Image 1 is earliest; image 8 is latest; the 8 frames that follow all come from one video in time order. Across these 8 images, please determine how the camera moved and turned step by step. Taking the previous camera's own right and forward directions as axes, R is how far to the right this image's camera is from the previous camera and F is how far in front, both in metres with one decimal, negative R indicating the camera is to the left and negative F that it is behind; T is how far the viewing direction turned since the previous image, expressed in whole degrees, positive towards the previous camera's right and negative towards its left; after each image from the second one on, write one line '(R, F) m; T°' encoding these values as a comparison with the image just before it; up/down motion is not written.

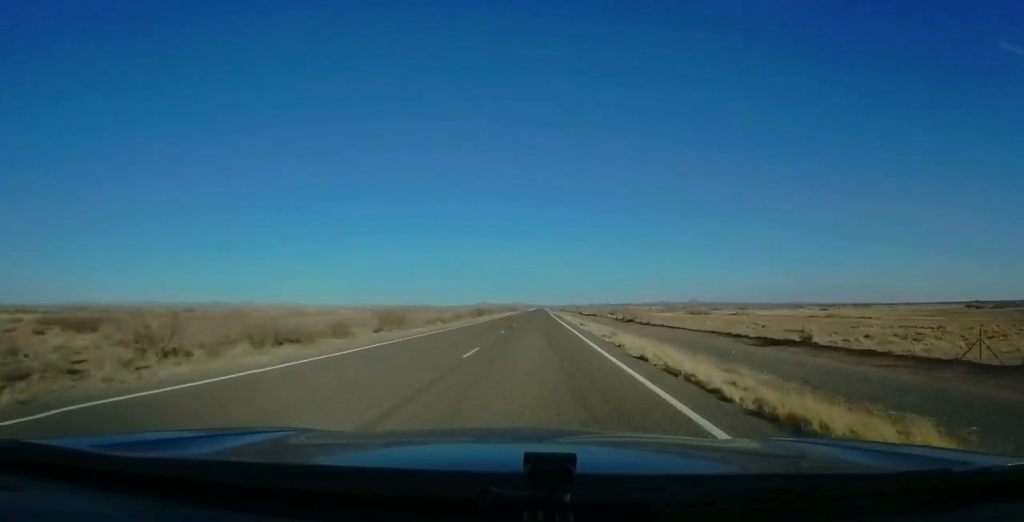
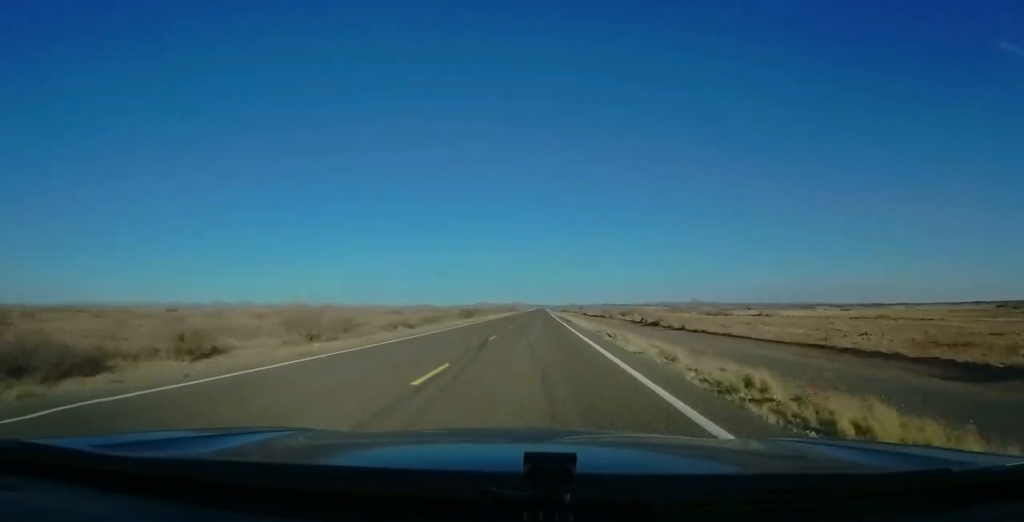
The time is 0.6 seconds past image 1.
(0.0, +17.5) m; 0°
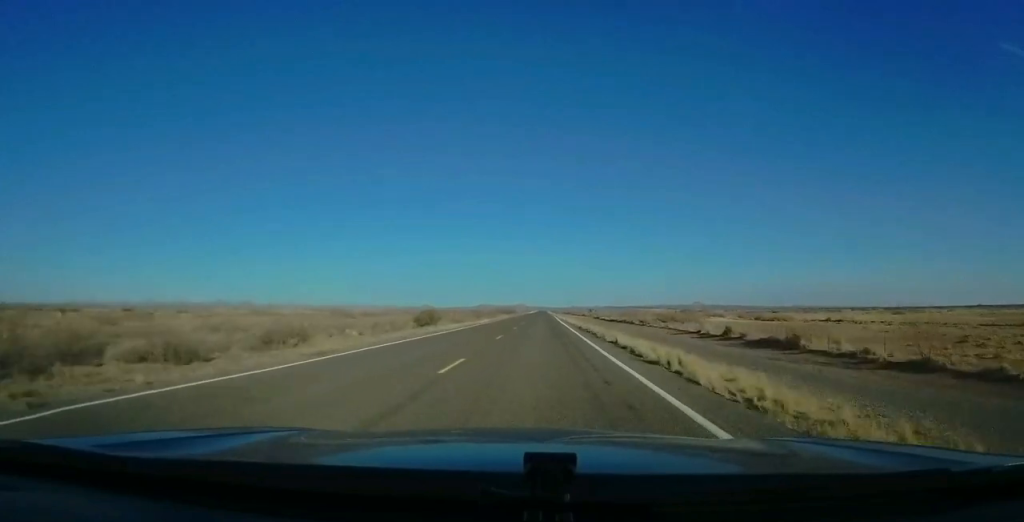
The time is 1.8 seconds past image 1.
(+0.1, +35.0) m; 0°
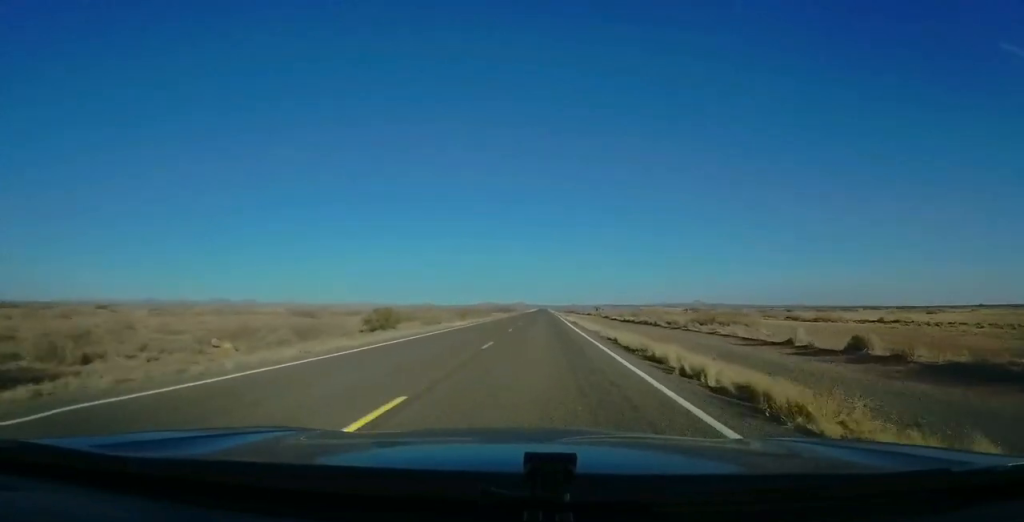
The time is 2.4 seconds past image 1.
(0.0, +18.4) m; 0°
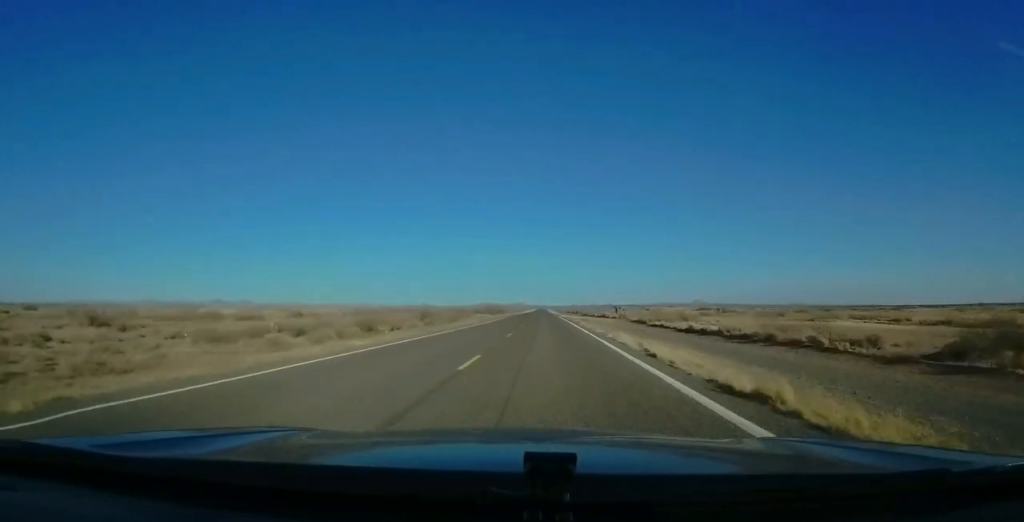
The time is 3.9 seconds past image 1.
(+0.4, +42.4) m; +1°
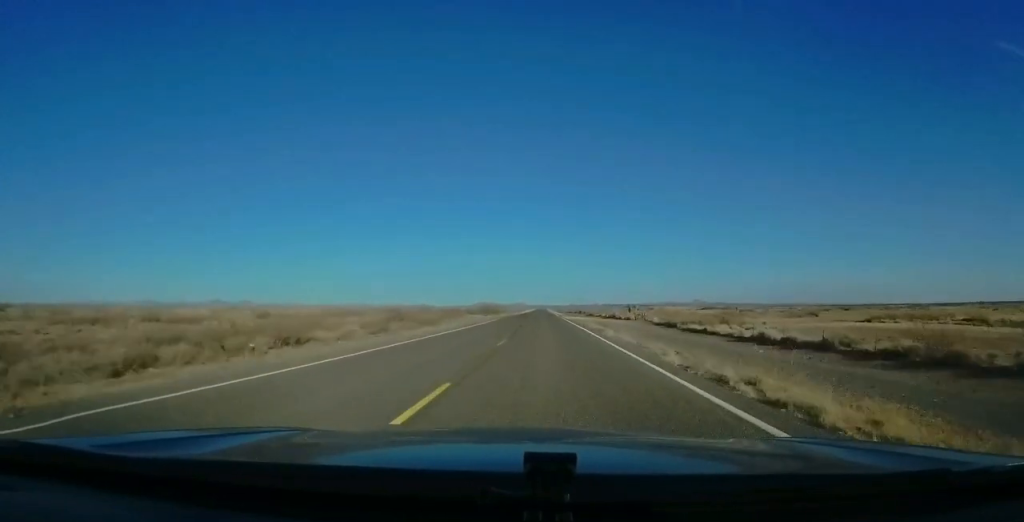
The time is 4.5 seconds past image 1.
(+0.3, +17.3) m; 0°
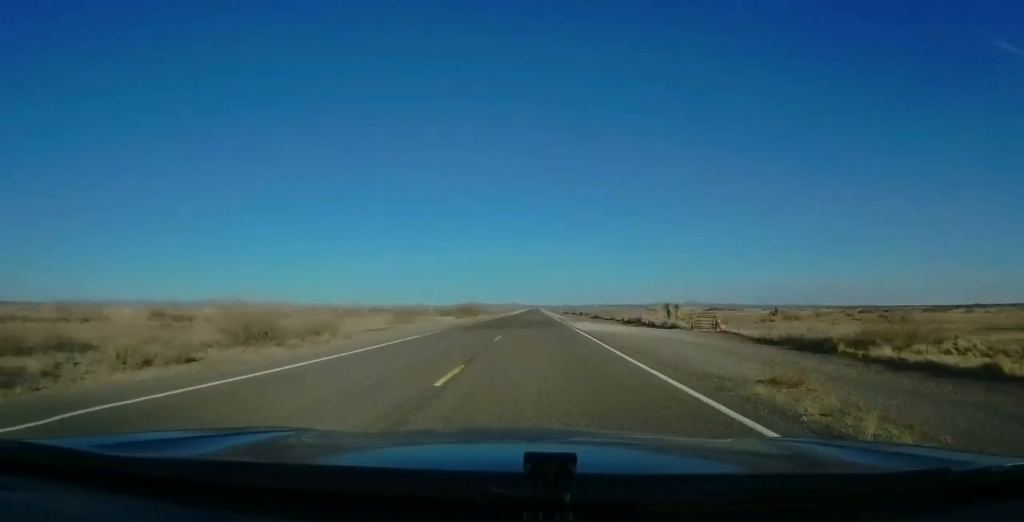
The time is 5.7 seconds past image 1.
(-0.6, +33.7) m; -1°
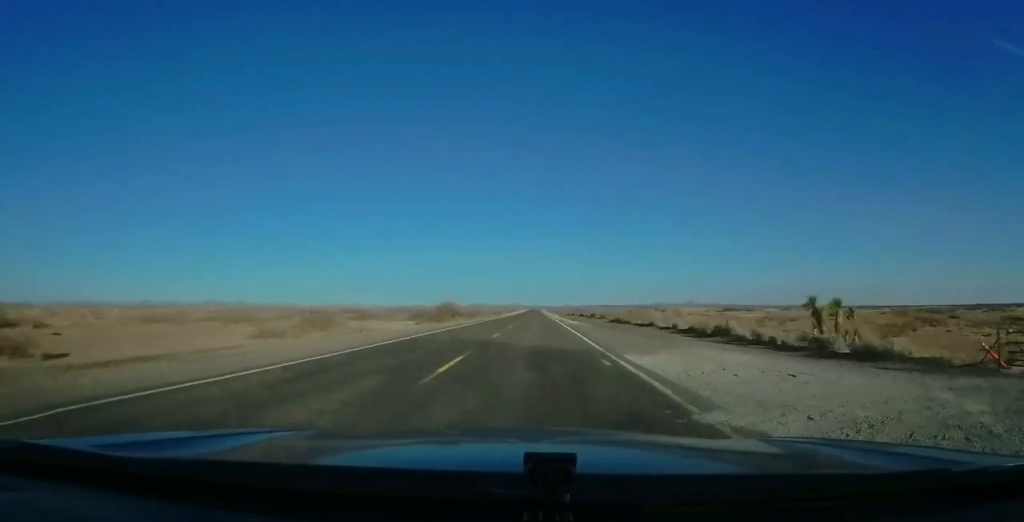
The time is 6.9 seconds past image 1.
(+0.3, +34.6) m; +1°
